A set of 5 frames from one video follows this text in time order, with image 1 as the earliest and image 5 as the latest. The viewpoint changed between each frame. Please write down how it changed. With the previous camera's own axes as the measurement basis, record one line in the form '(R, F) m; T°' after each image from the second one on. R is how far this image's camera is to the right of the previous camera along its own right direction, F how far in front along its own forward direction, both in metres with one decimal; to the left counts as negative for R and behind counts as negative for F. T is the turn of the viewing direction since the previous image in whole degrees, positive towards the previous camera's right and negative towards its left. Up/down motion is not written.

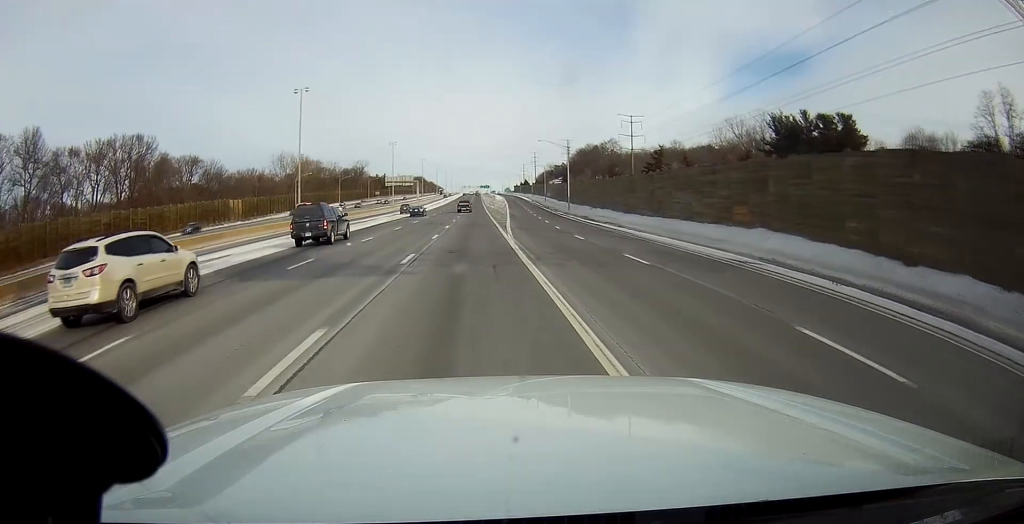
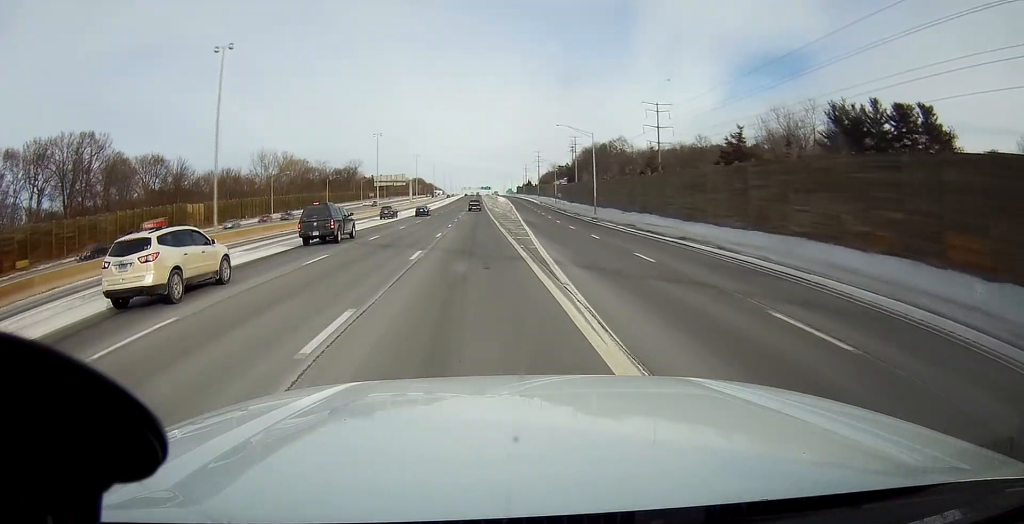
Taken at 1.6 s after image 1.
(0.0, +22.1) m; 0°
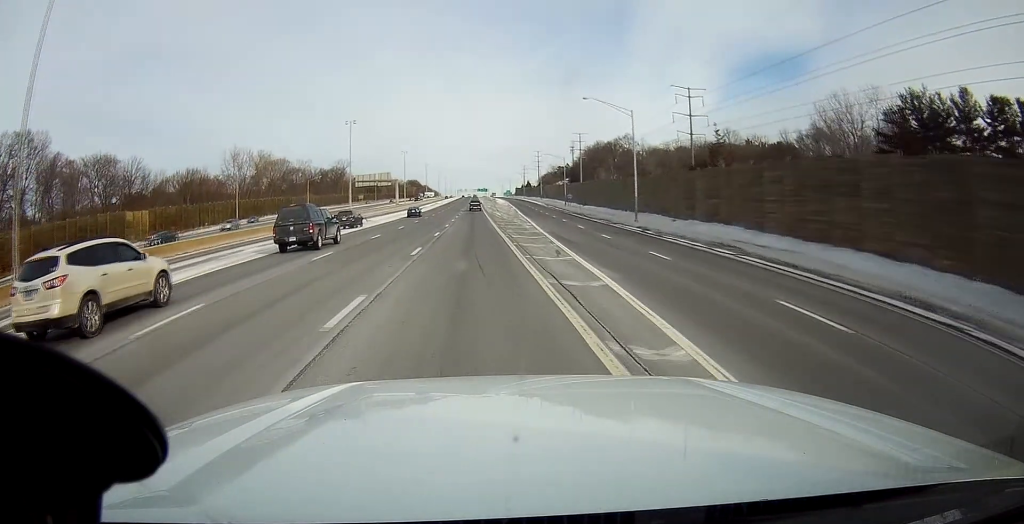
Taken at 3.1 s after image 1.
(-0.2, +22.1) m; -1°
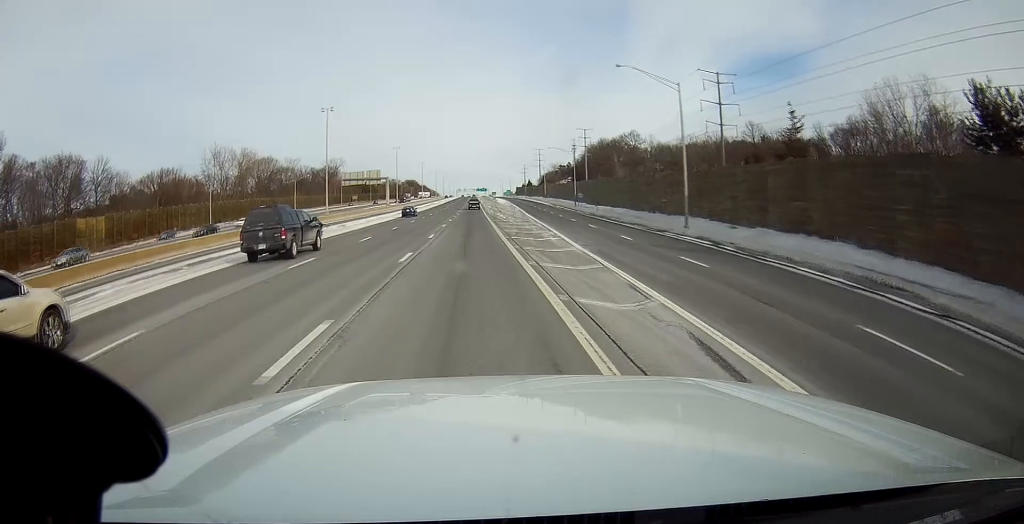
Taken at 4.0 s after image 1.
(-0.1, +14.2) m; 0°
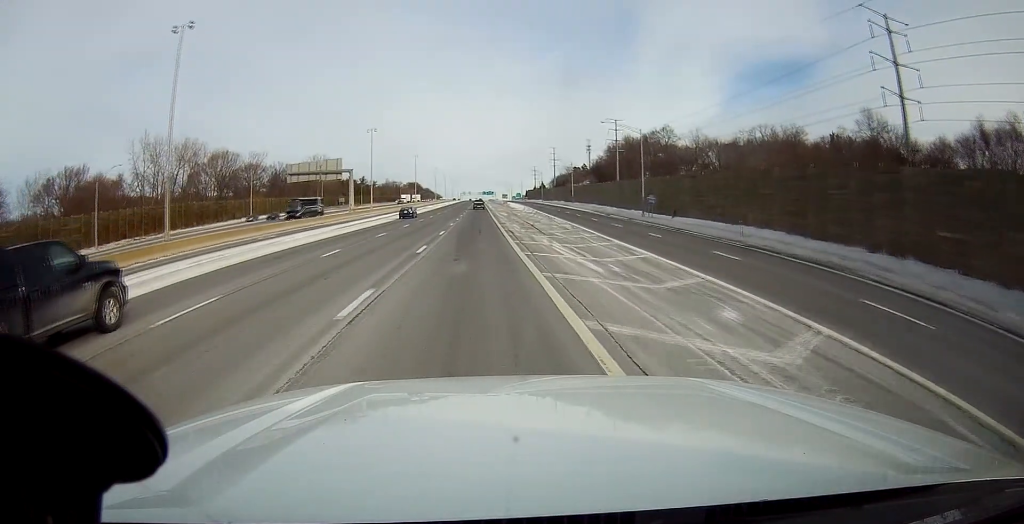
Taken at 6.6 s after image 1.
(+0.1, +44.6) m; 0°
